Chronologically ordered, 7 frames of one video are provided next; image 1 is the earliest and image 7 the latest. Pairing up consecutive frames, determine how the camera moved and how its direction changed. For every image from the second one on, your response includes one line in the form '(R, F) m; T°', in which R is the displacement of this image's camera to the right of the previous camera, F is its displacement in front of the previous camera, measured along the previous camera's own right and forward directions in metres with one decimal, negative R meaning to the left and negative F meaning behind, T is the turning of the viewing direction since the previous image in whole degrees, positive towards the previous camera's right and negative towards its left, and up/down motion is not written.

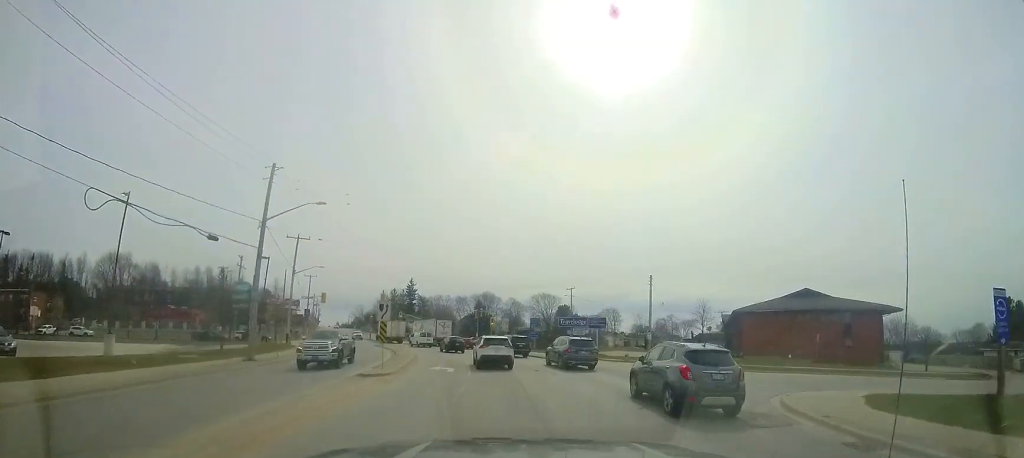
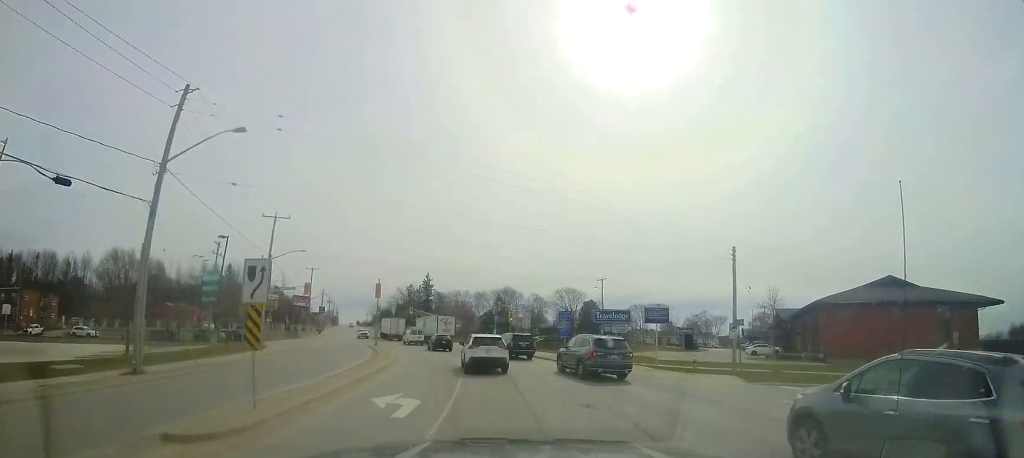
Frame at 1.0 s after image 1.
(-0.7, +9.2) m; -5°
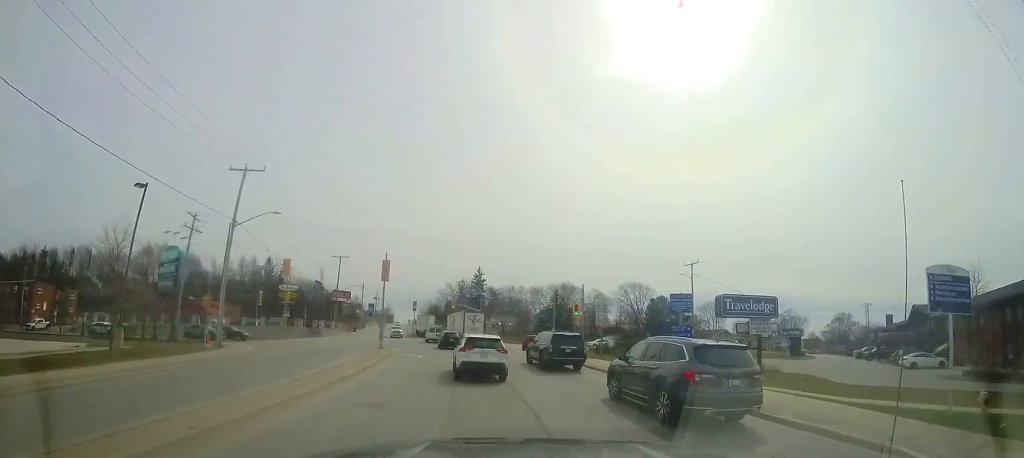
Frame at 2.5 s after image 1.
(-0.9, +14.1) m; -8°
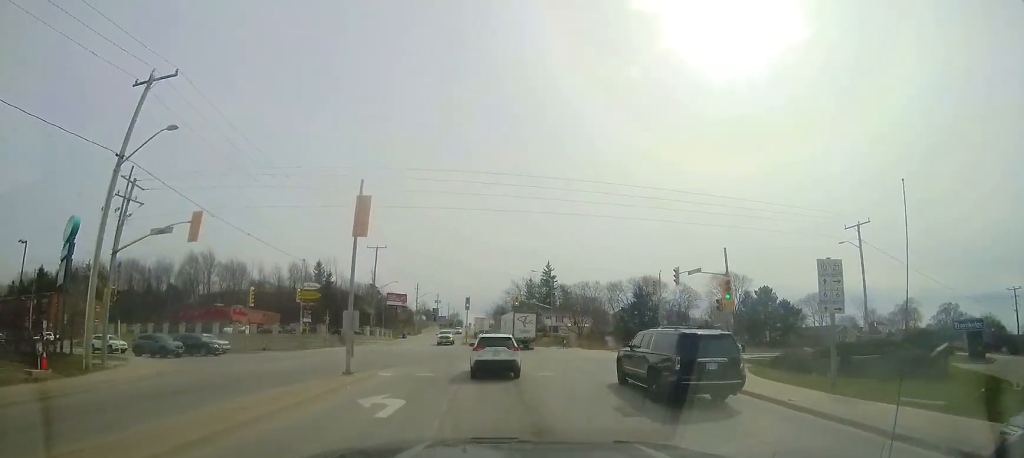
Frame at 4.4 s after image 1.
(-1.3, +16.6) m; -10°
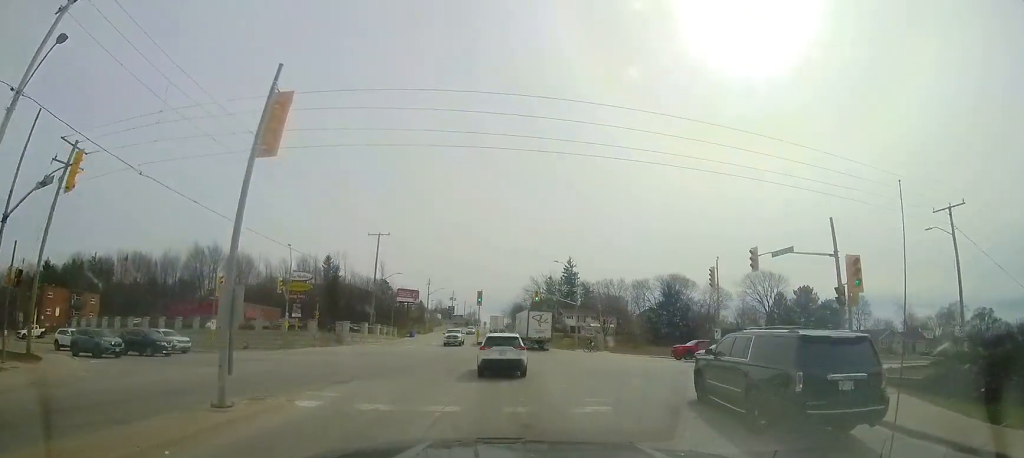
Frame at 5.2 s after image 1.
(-0.3, +7.3) m; -3°
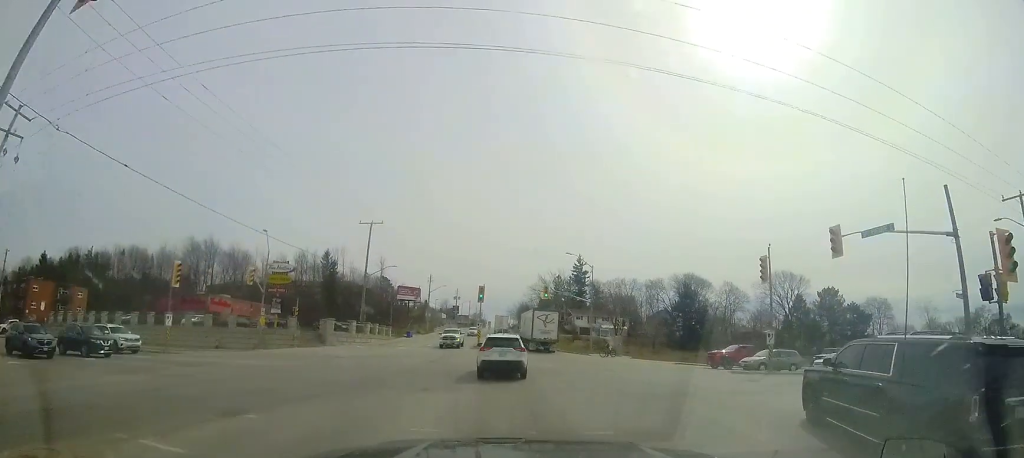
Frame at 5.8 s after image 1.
(-0.1, +5.3) m; -1°
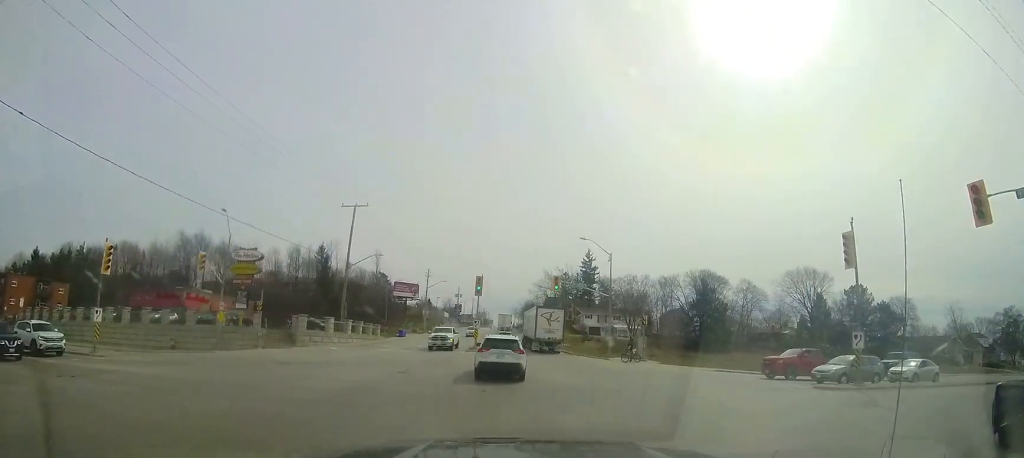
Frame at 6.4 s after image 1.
(0.0, +6.1) m; +1°
